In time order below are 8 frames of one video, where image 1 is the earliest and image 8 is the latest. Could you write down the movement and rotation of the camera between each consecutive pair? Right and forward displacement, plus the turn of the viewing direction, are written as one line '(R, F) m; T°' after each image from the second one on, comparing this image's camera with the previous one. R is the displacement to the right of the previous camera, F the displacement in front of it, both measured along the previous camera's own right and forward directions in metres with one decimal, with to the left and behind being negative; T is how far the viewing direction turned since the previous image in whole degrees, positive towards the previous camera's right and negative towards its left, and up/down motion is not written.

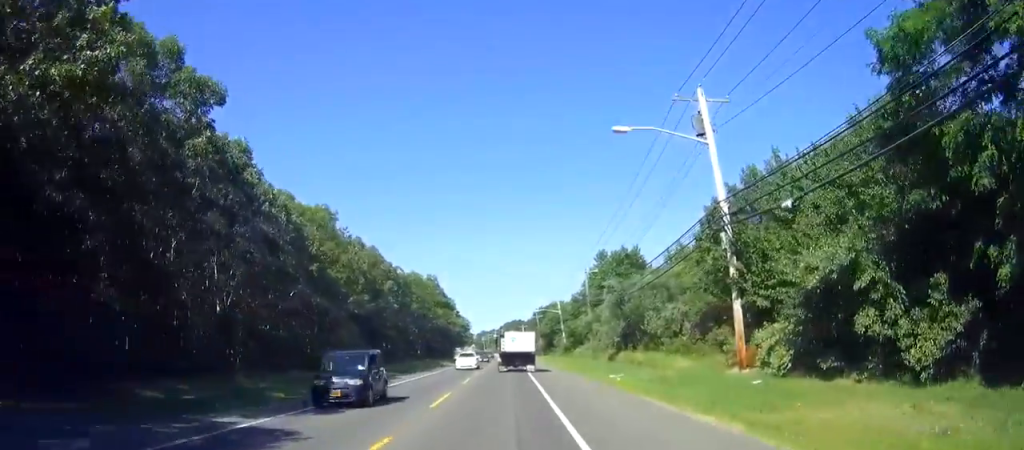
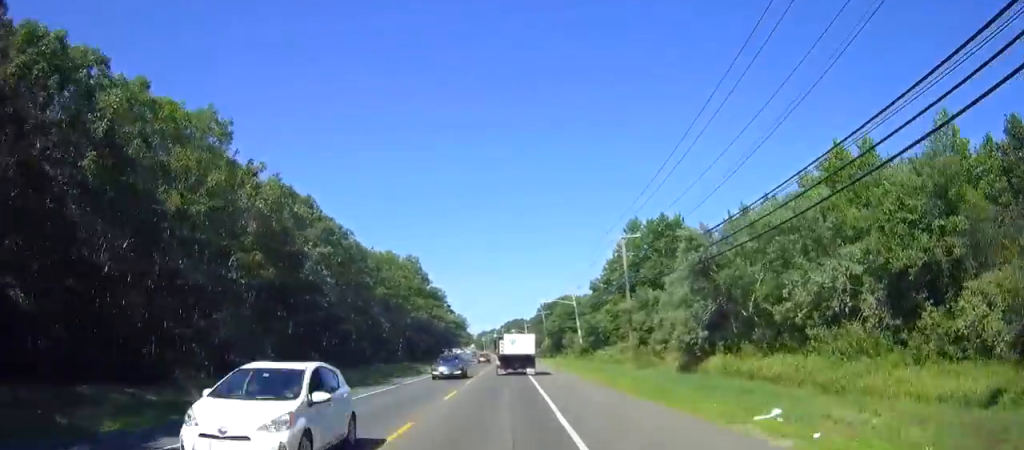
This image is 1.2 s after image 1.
(0.0, +21.8) m; 0°
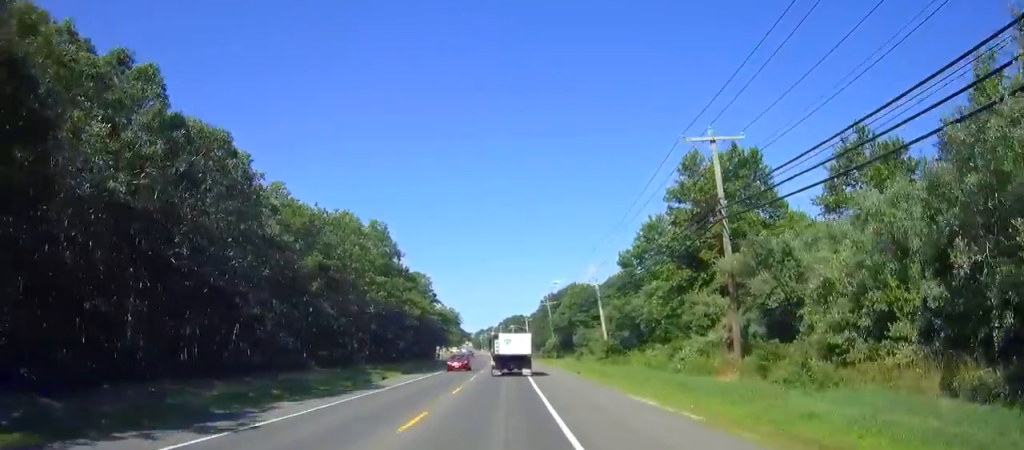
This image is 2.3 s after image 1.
(0.0, +21.6) m; -1°
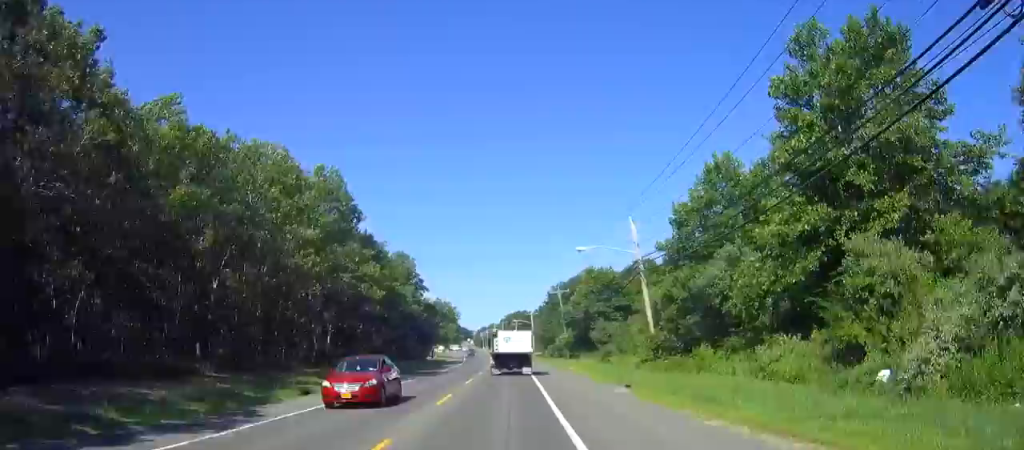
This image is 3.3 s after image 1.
(-0.3, +18.2) m; -1°
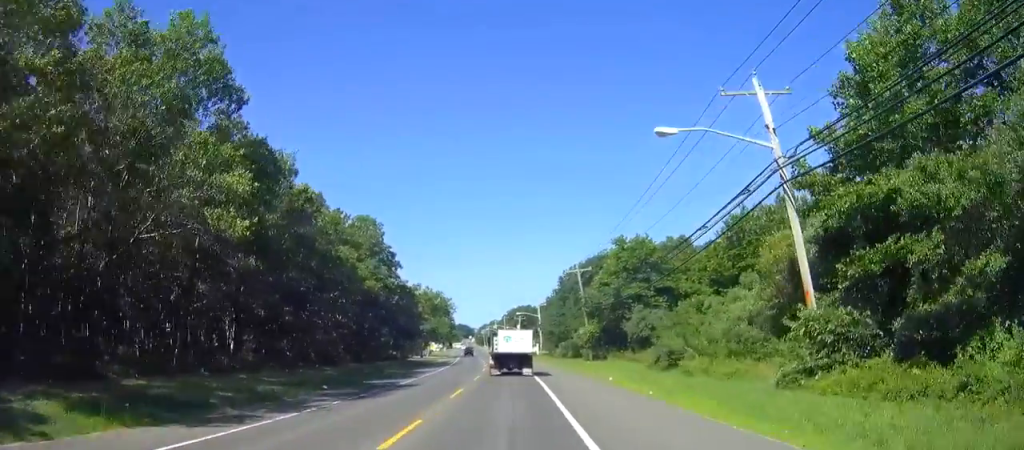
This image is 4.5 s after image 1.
(0.0, +21.4) m; 0°
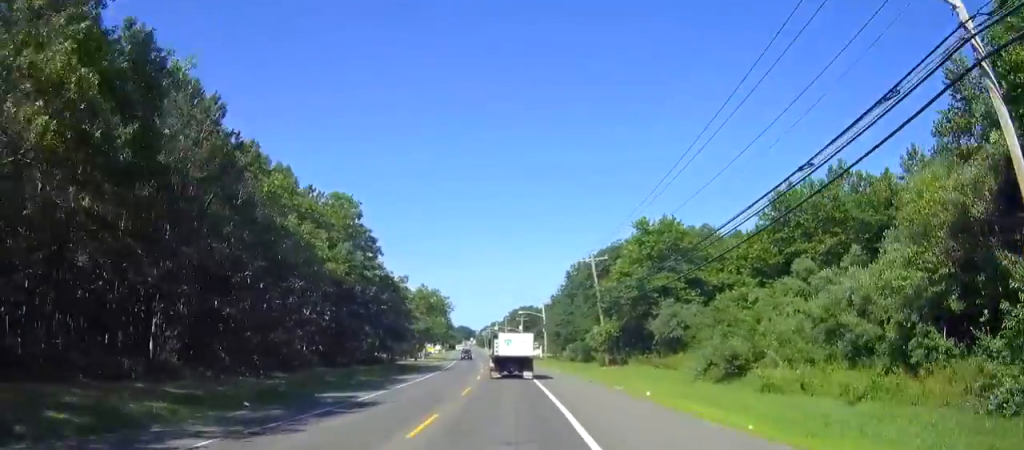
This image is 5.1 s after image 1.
(0.0, +9.8) m; 0°
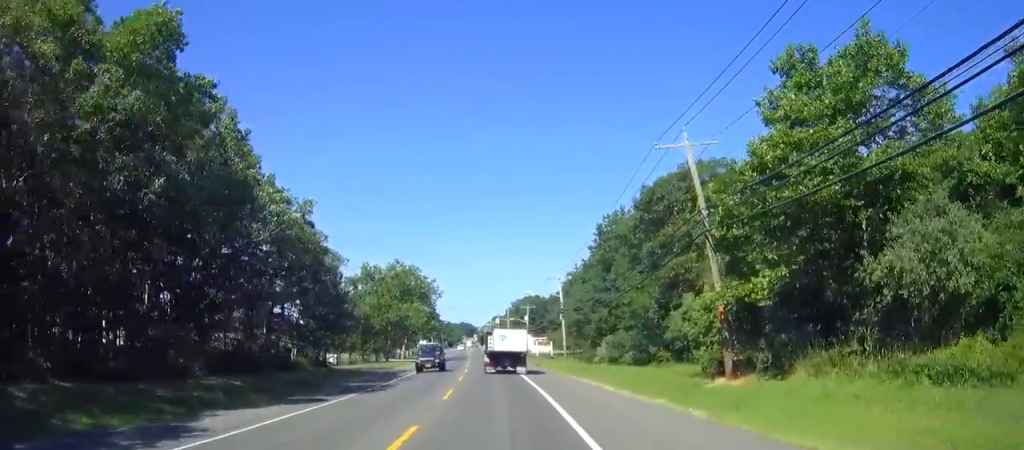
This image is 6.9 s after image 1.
(0.0, +30.1) m; 0°
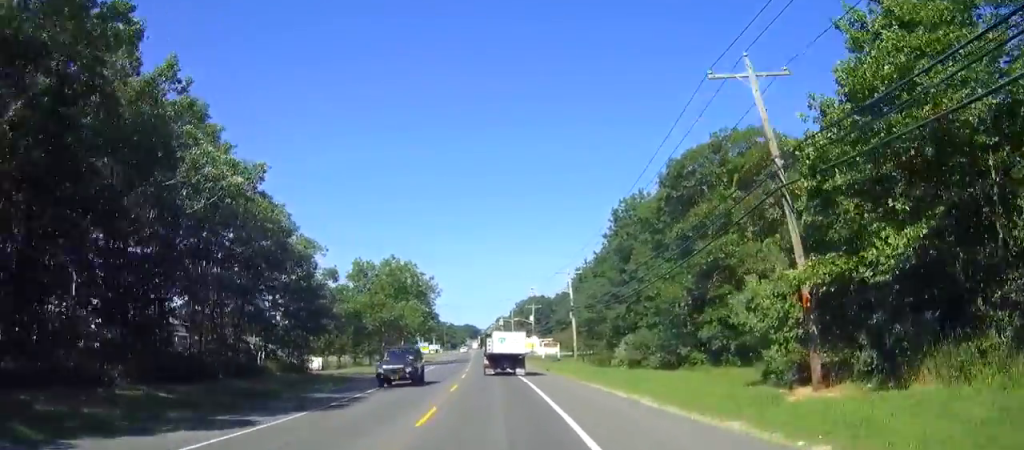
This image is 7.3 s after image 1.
(0.0, +7.0) m; 0°
